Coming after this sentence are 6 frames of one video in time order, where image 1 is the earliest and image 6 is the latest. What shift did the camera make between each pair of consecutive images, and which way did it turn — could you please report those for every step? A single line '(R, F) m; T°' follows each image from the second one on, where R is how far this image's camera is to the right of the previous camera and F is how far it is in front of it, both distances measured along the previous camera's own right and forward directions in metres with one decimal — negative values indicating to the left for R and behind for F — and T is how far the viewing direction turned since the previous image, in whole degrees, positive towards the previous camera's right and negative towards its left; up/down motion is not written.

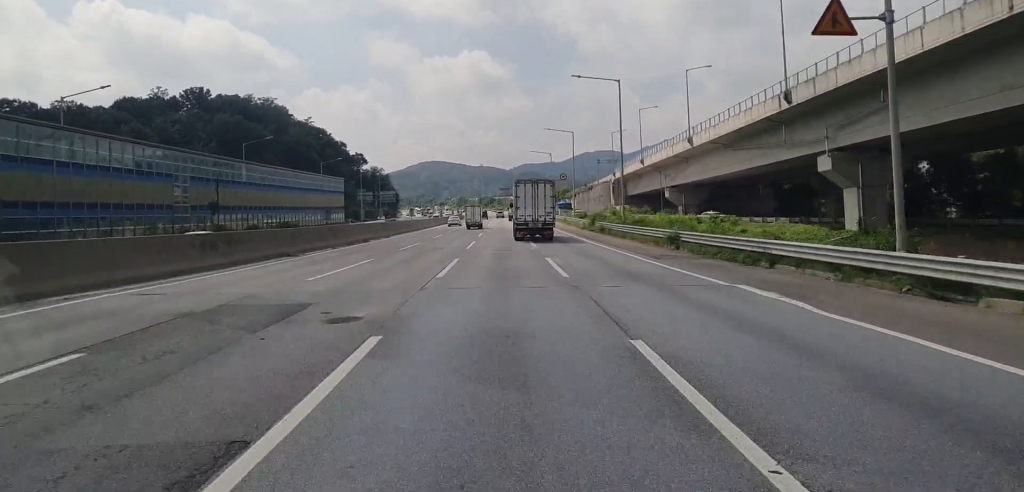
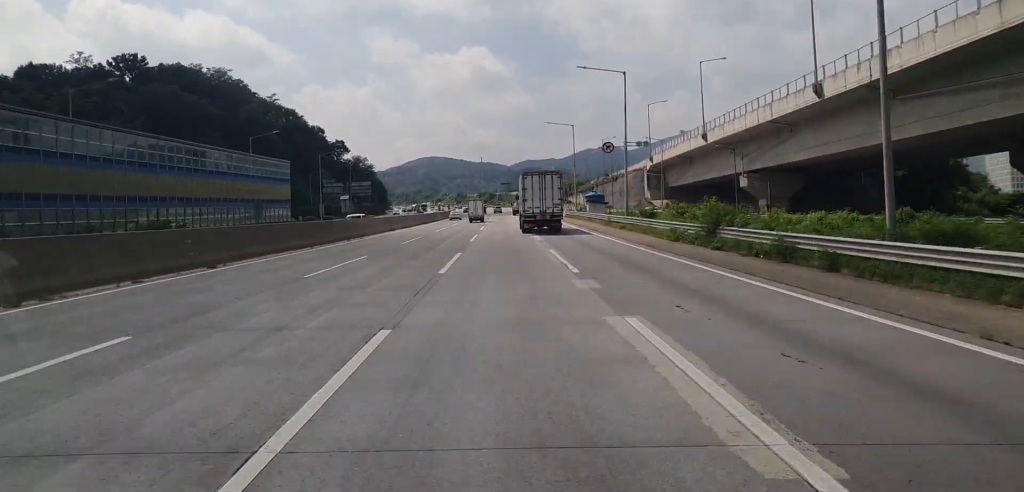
(-0.4, +40.5) m; 0°
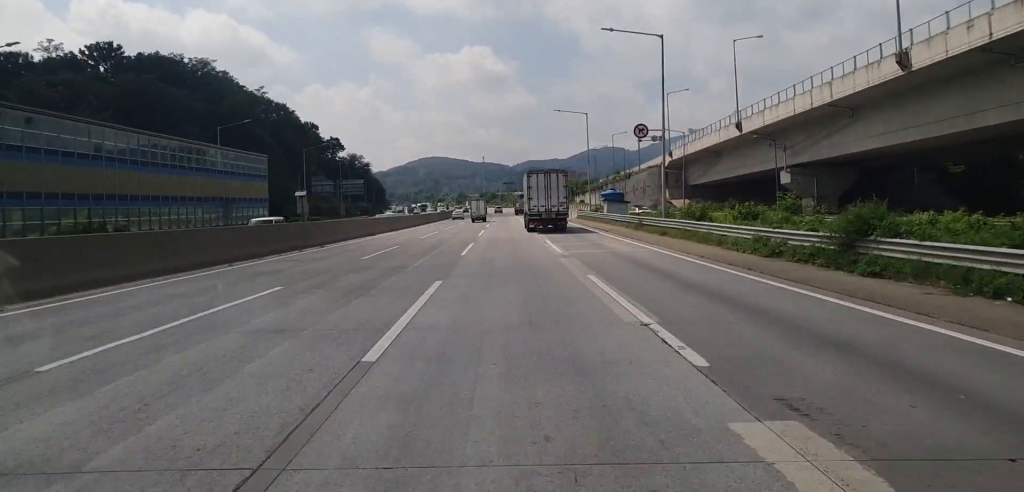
(+0.3, +12.5) m; 0°
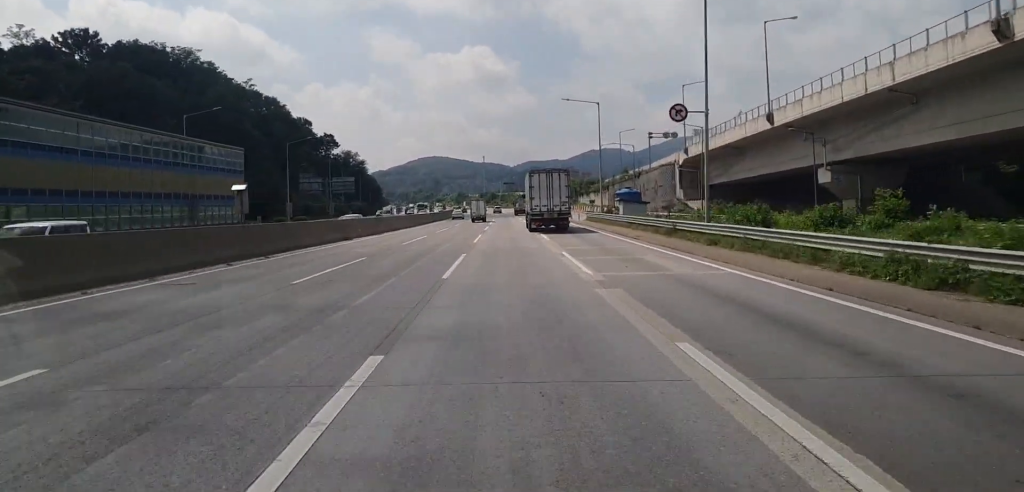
(+0.1, +9.6) m; 0°
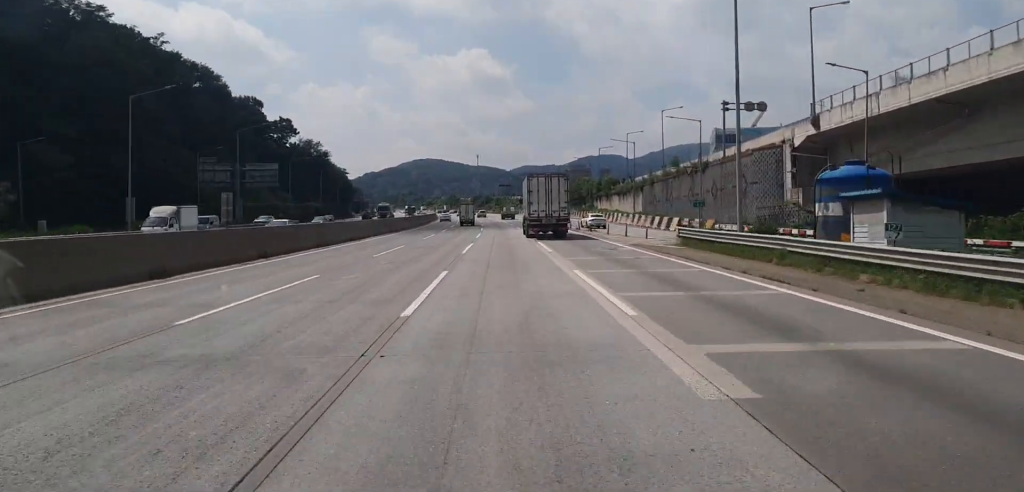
(-0.6, +46.5) m; 0°
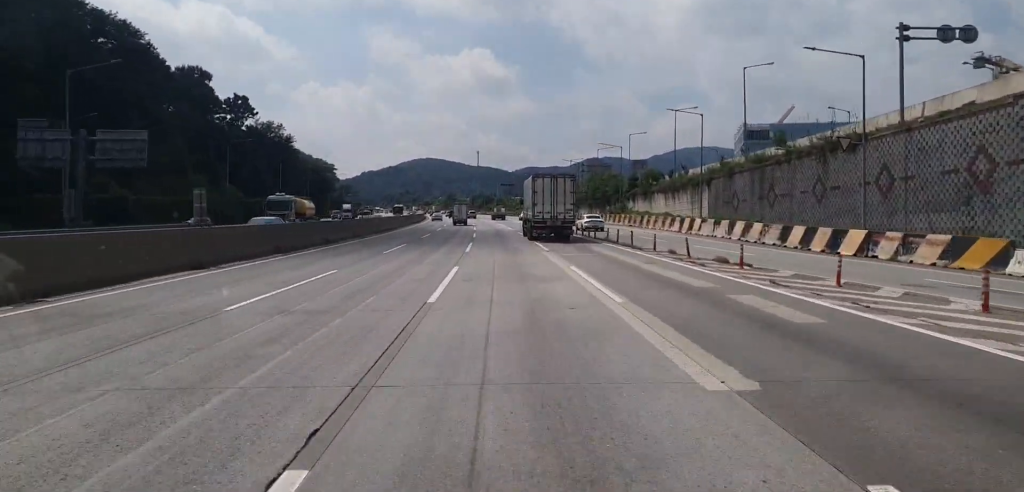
(+0.1, +37.9) m; -1°
